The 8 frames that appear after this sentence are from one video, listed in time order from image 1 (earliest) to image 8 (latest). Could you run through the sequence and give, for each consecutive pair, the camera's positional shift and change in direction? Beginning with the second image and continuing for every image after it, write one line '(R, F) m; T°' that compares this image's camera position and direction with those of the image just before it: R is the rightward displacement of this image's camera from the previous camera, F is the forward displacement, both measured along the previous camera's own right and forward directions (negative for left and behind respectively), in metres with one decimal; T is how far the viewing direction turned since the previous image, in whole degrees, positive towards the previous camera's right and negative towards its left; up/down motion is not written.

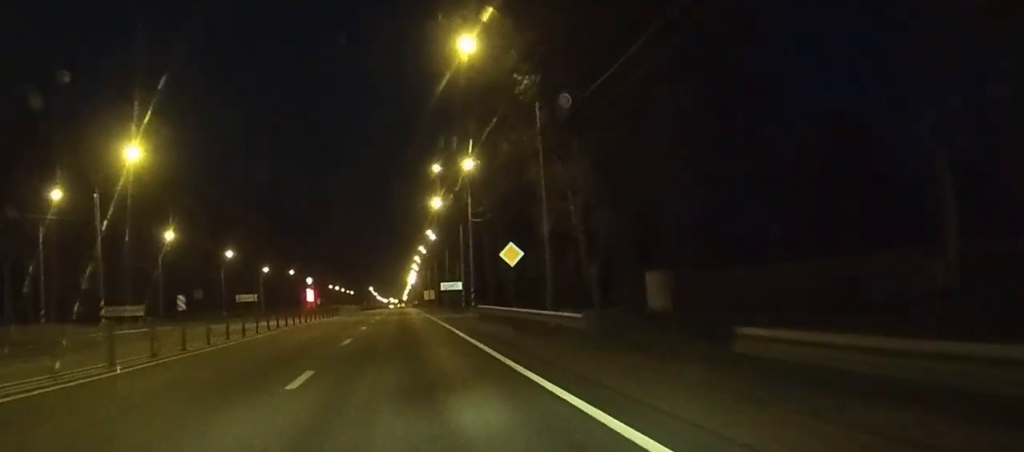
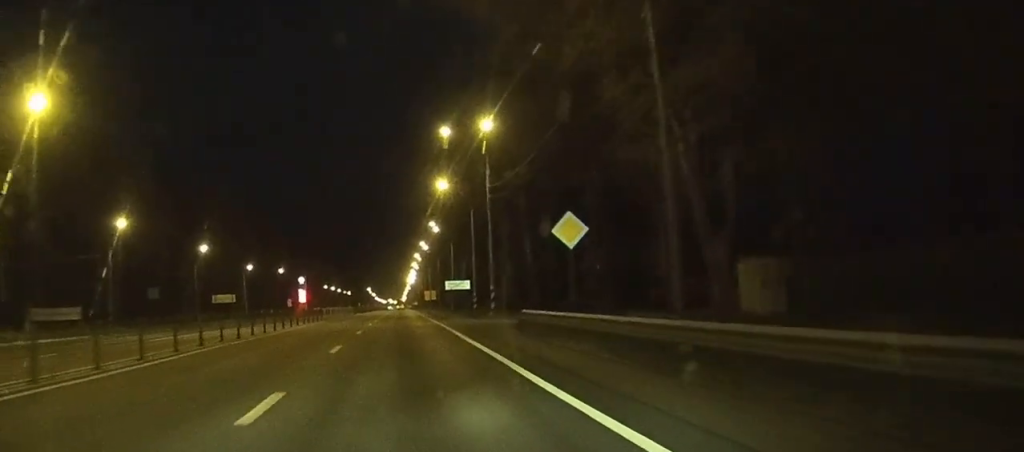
(0.0, +15.9) m; 0°
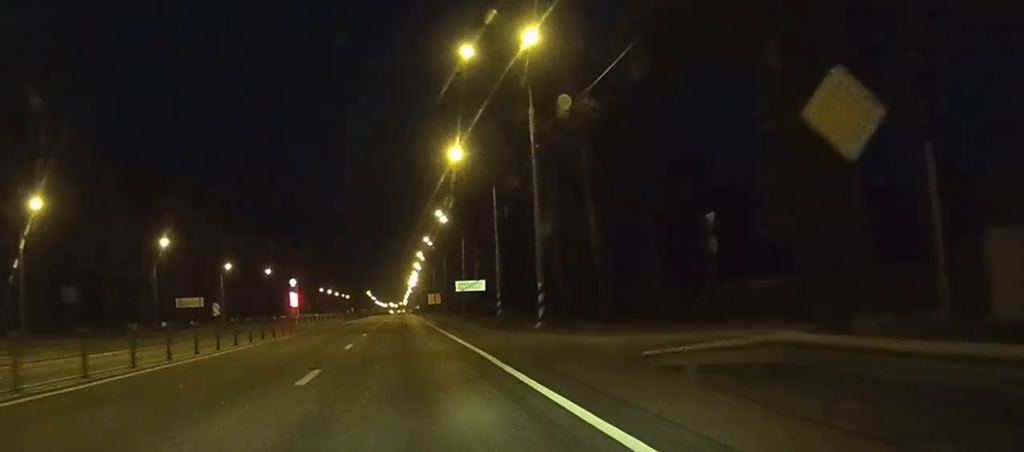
(0.0, +18.9) m; 0°
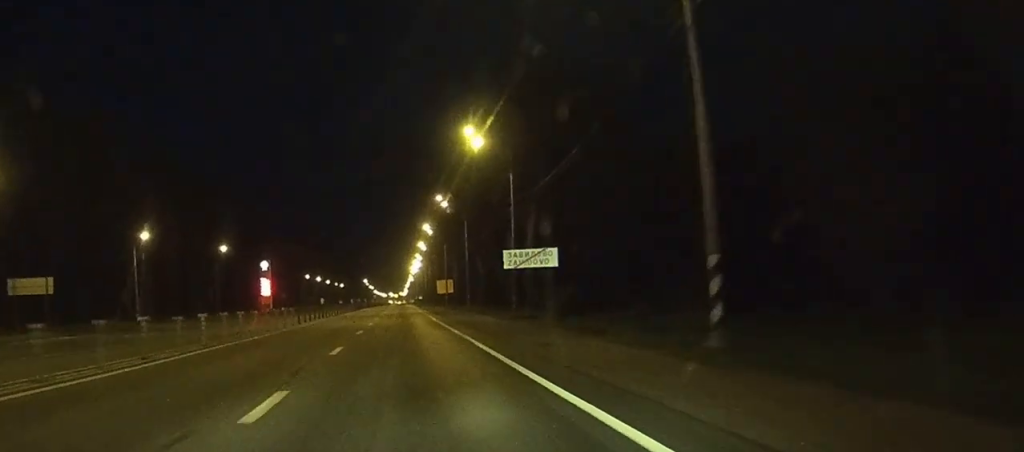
(0.0, +41.6) m; 0°
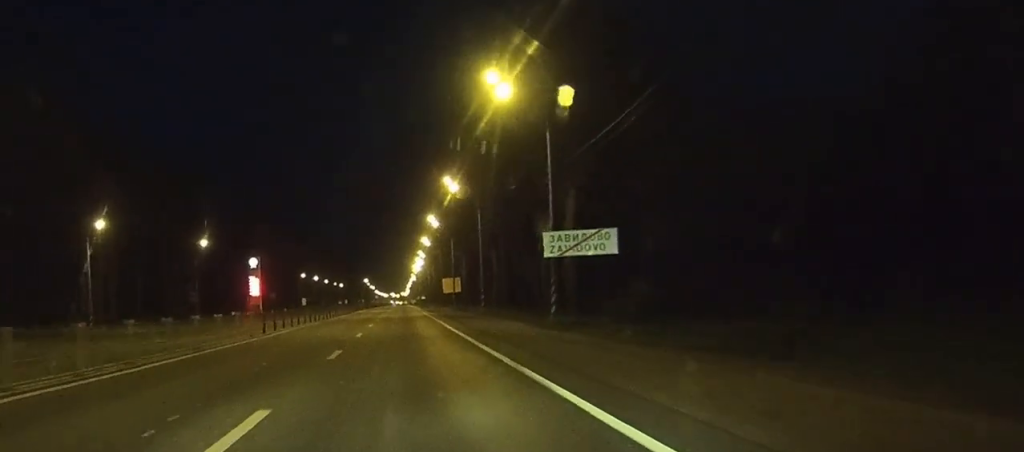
(0.0, +13.2) m; 0°
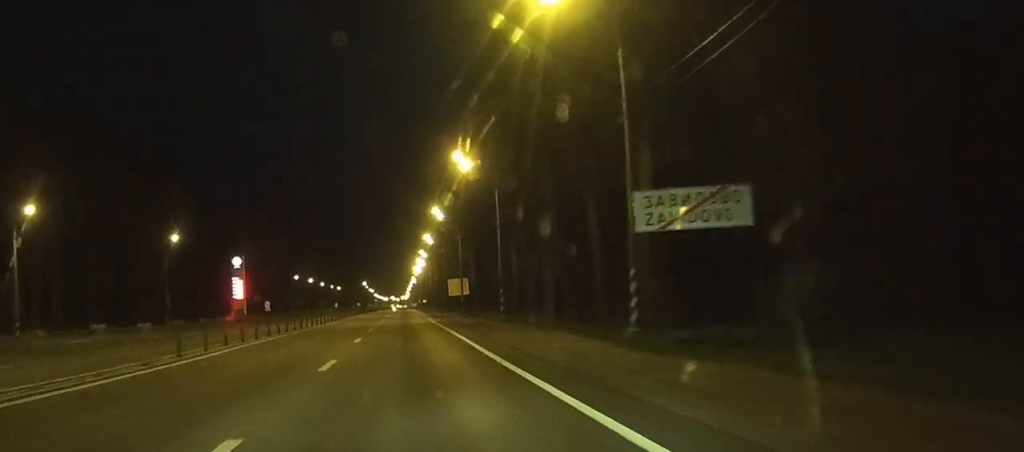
(0.0, +14.0) m; 0°
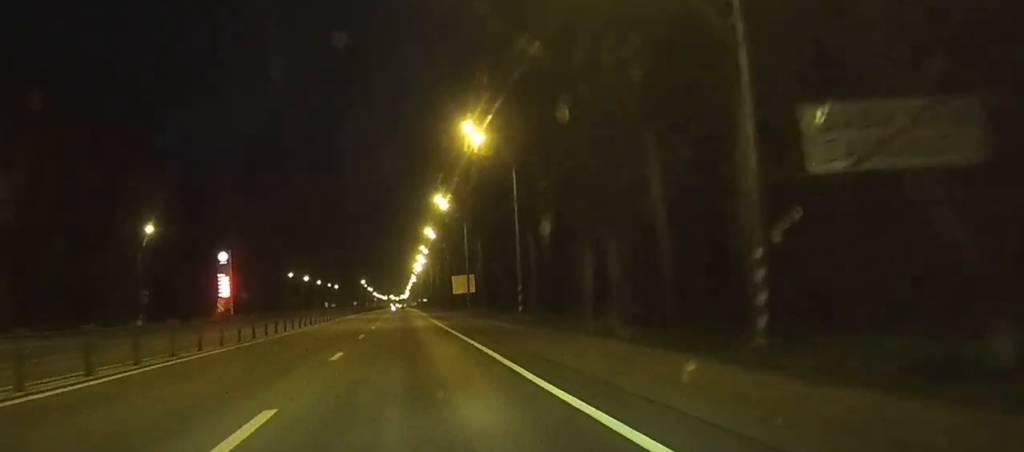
(0.0, +9.6) m; 0°
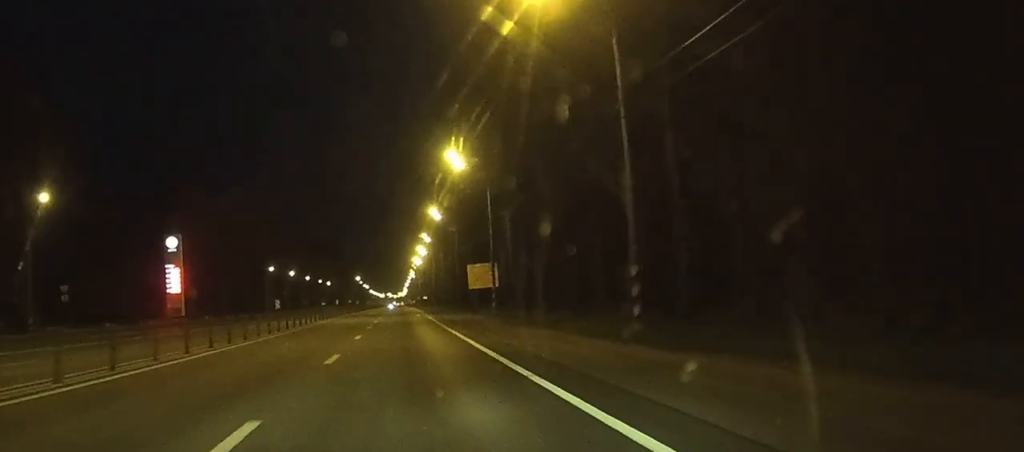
(0.0, +25.3) m; 0°
